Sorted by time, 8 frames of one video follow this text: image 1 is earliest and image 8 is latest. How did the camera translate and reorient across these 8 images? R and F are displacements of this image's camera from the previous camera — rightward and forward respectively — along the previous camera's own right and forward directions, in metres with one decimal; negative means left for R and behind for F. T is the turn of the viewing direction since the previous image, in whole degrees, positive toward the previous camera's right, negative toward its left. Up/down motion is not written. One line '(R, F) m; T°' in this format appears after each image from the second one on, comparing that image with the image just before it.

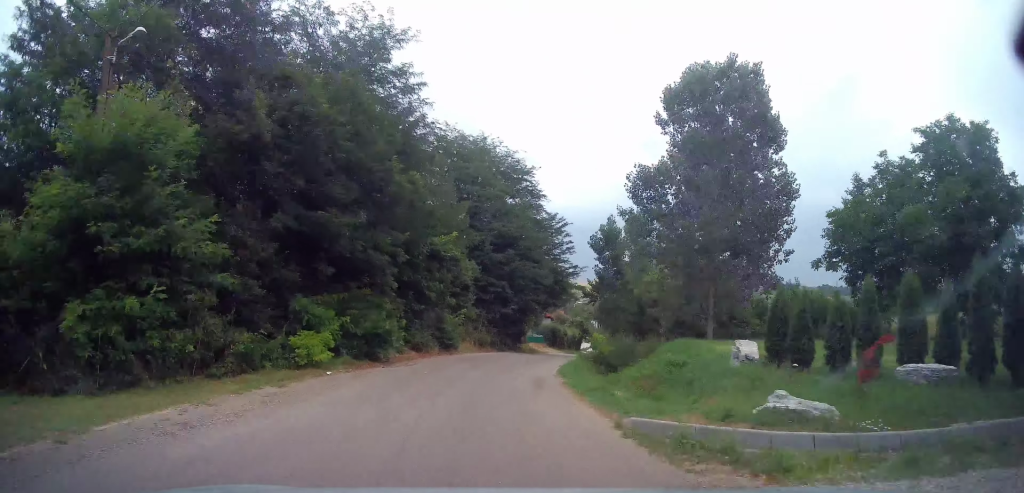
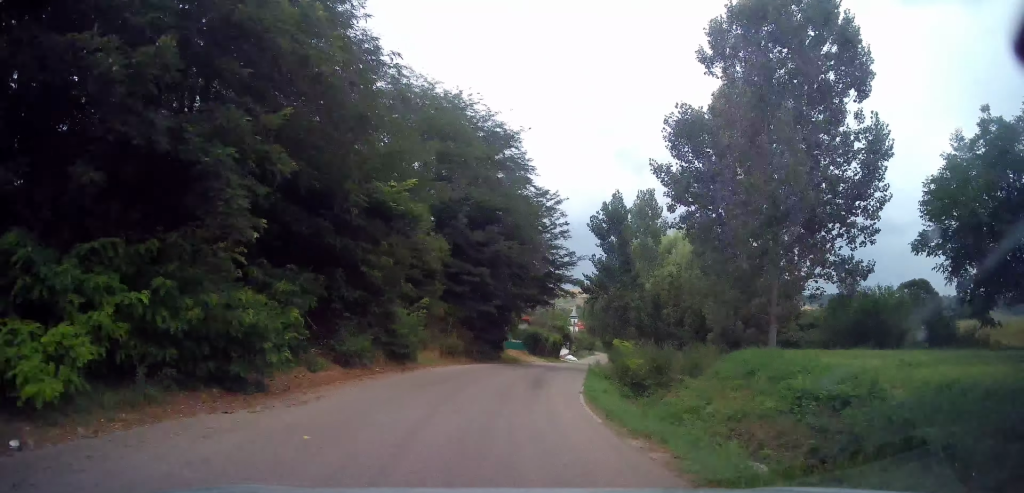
(-0.2, +10.5) m; +1°
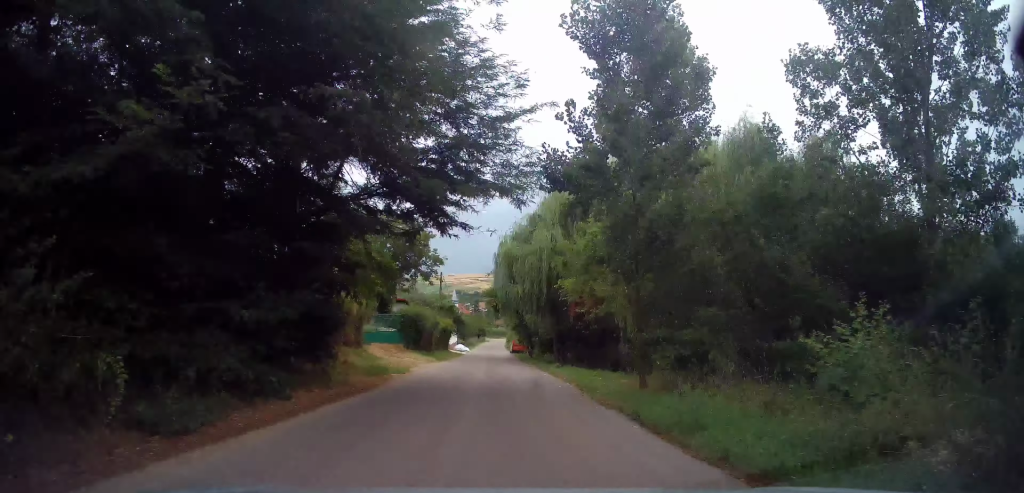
(+1.3, +23.1) m; +8°
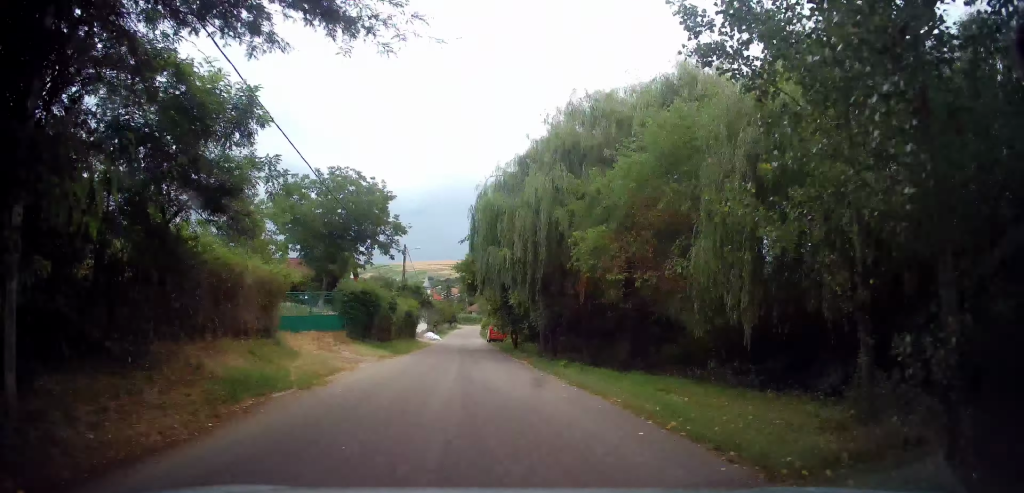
(+0.3, +9.6) m; +2°
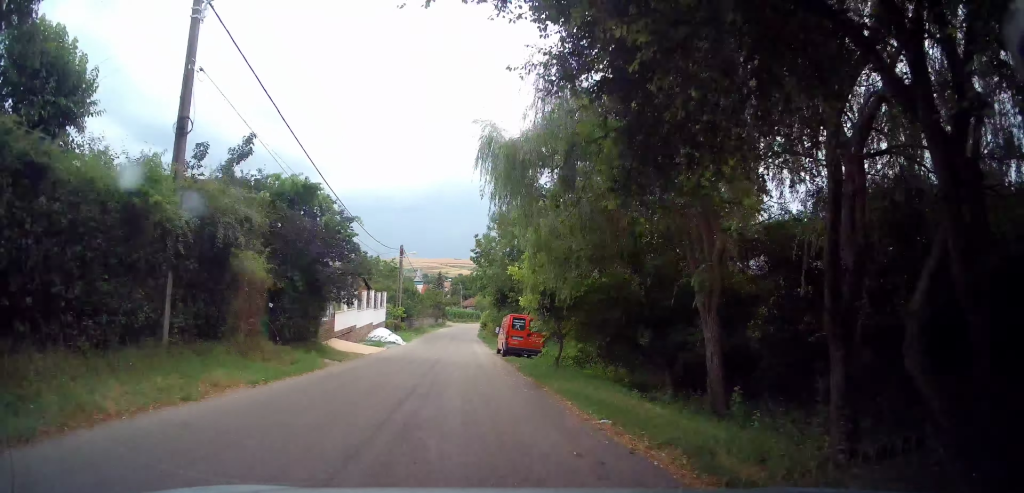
(+1.2, +34.9) m; +2°
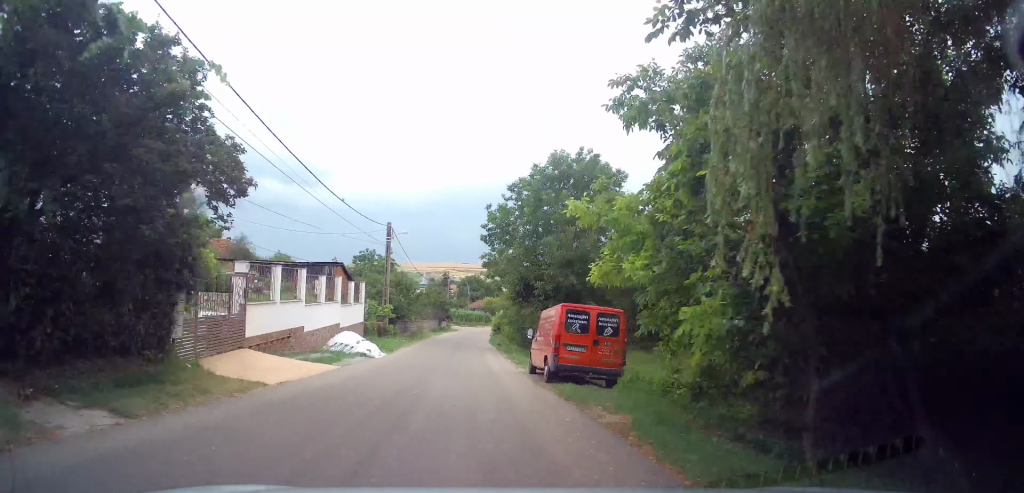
(0.0, +12.2) m; -1°
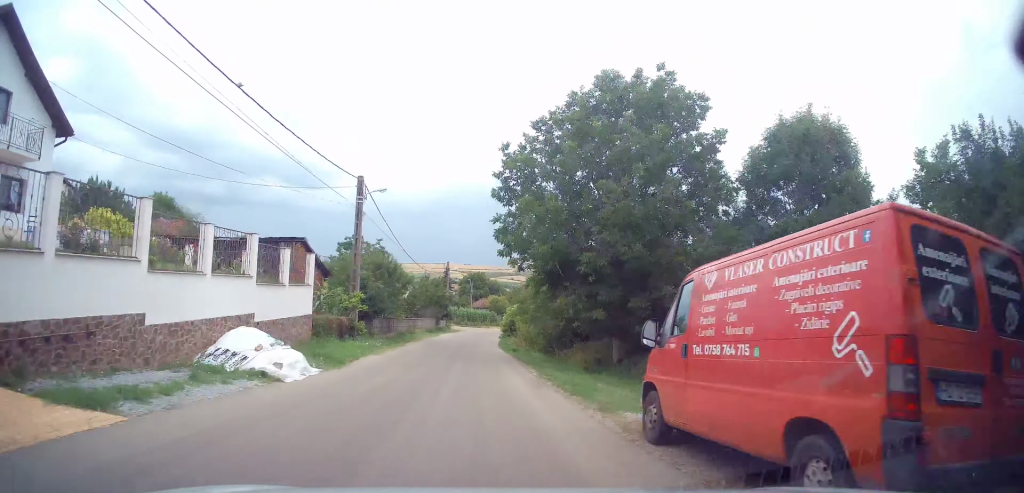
(-0.3, +11.2) m; -1°
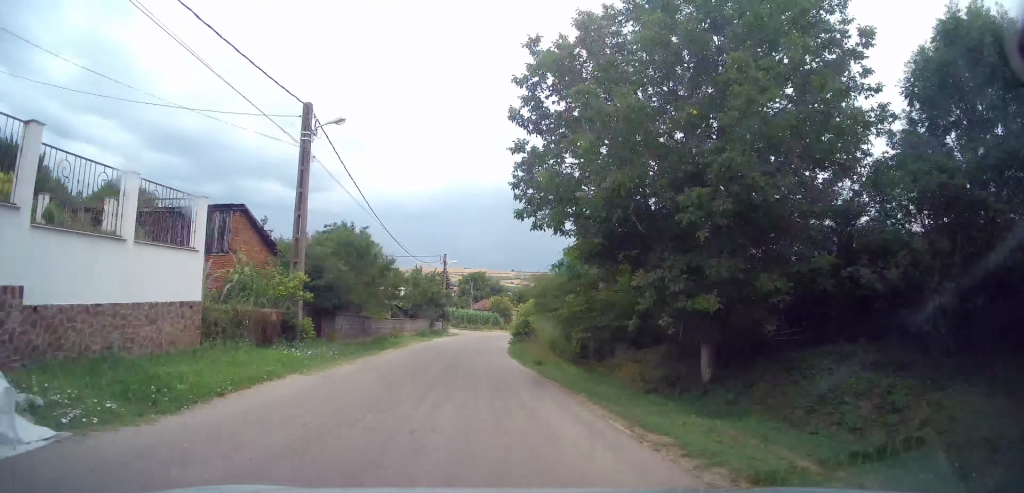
(0.0, +8.9) m; +1°
